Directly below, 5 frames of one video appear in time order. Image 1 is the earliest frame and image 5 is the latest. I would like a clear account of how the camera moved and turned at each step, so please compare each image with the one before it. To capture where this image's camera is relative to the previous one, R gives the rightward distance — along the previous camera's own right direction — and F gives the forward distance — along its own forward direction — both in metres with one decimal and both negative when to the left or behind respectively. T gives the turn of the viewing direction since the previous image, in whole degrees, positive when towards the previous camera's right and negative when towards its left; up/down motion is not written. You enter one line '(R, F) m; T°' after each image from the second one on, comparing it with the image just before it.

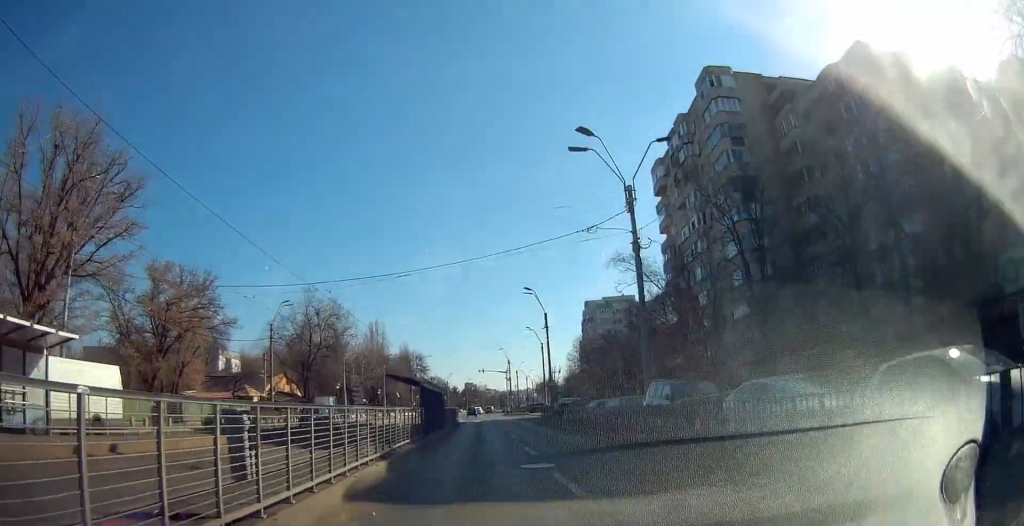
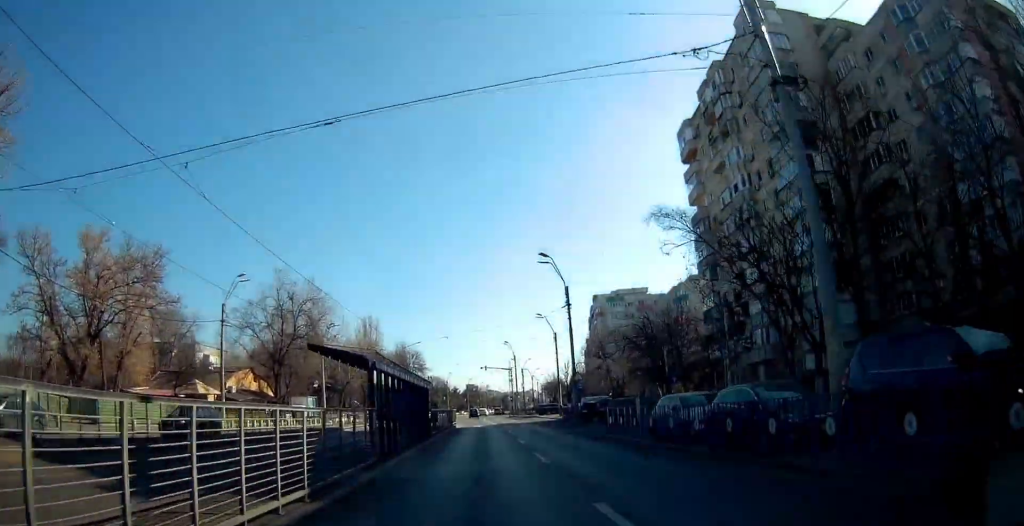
(0.0, +11.6) m; -1°
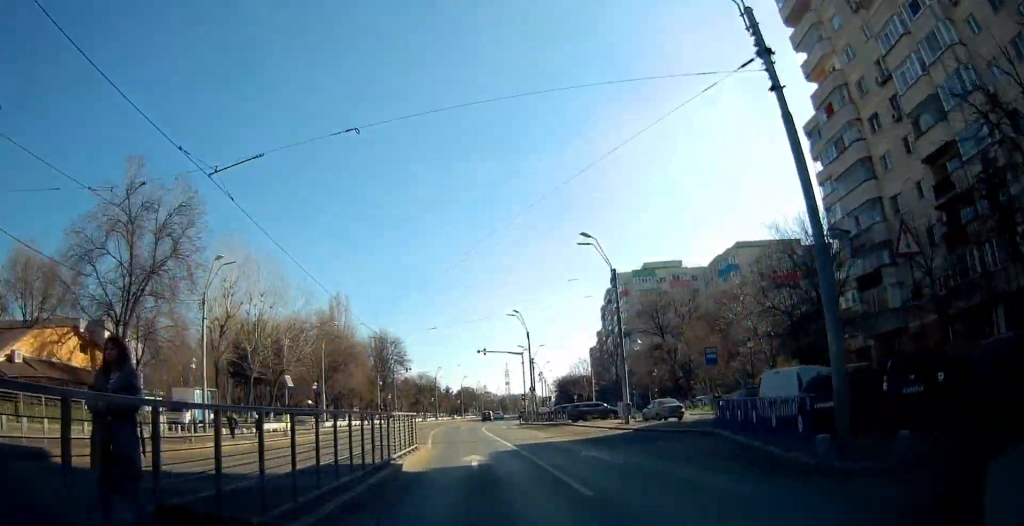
(-0.3, +29.4) m; 0°
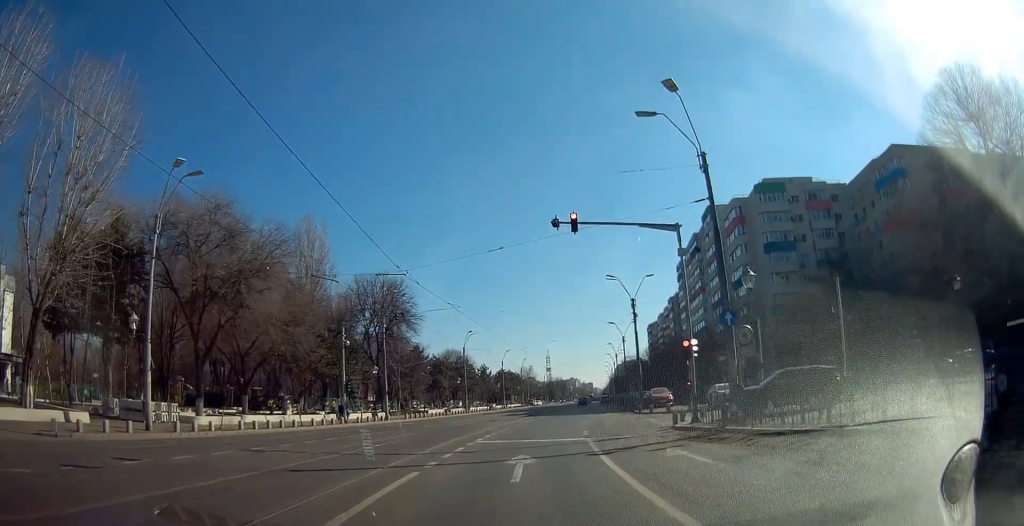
(-0.8, +45.9) m; -4°
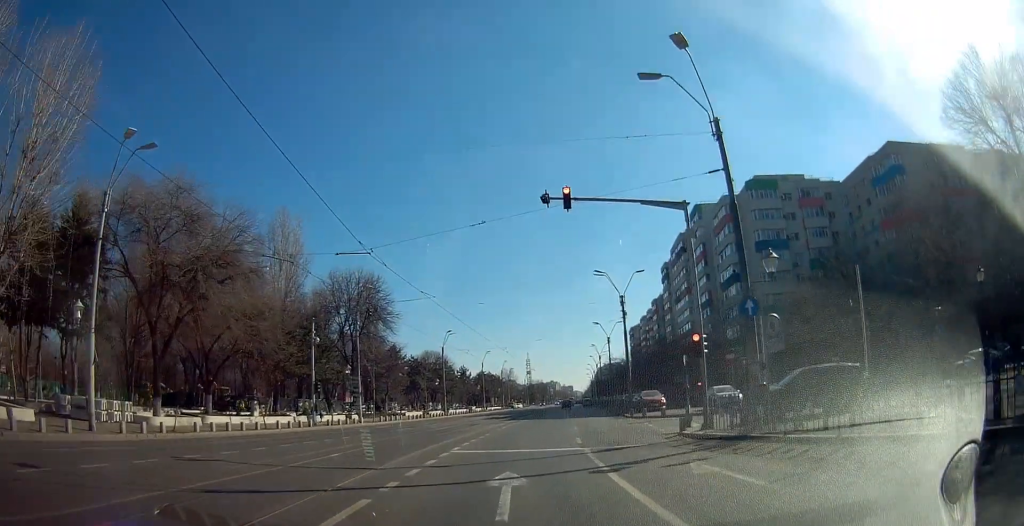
(-0.2, +3.9) m; 0°
